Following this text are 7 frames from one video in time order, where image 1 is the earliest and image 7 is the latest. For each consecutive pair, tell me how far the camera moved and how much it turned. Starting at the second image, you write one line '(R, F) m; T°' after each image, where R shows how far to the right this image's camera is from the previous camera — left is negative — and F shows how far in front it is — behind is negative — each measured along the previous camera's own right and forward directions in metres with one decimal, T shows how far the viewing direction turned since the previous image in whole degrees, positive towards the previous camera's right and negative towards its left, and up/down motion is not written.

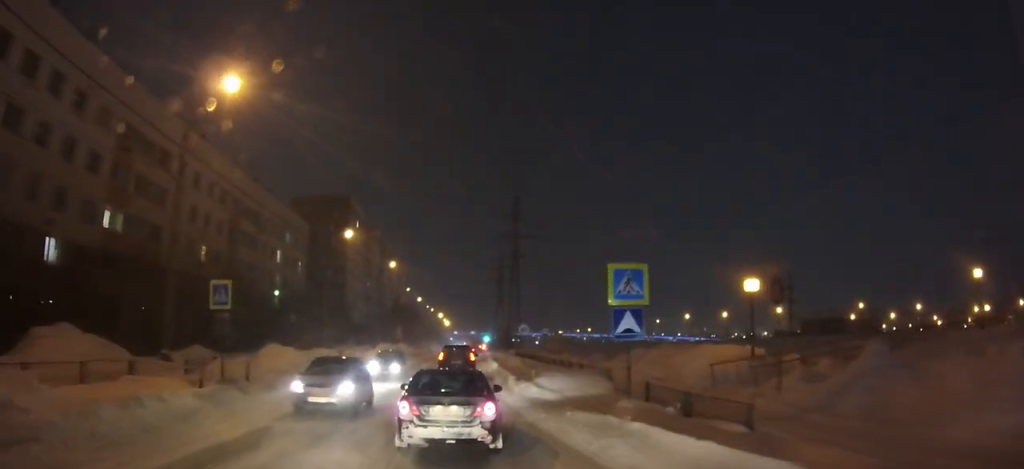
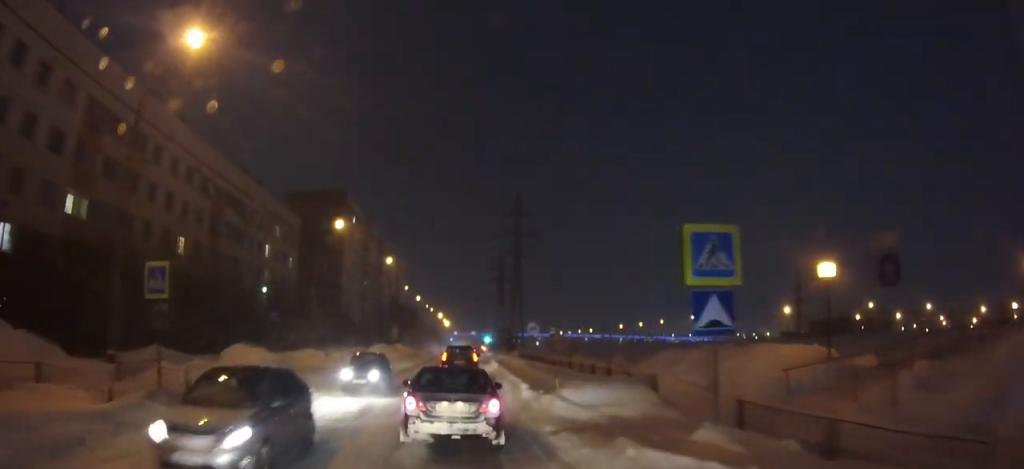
(0.0, +4.8) m; 0°
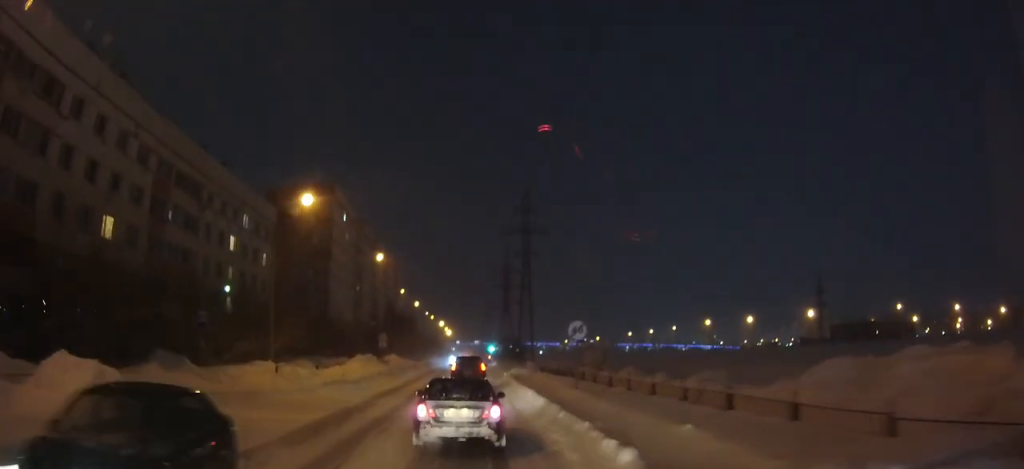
(+0.1, +12.4) m; +1°
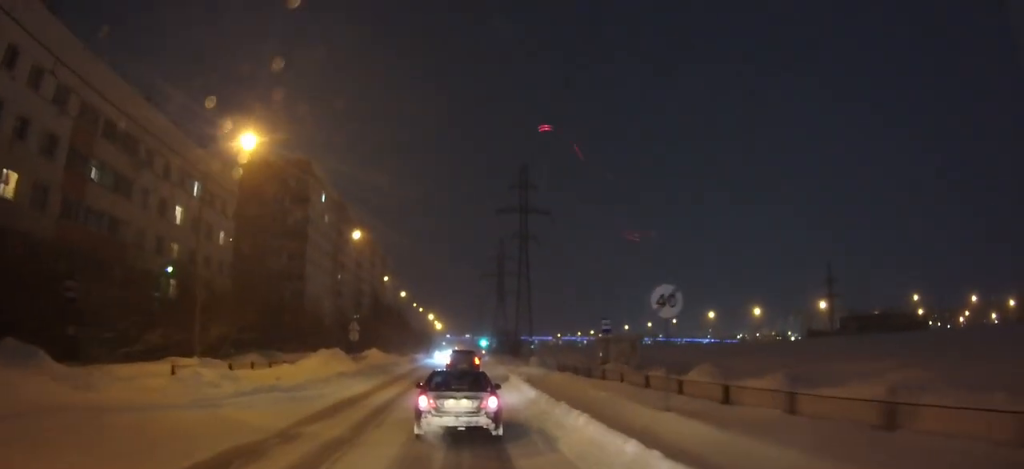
(0.0, +10.7) m; 0°
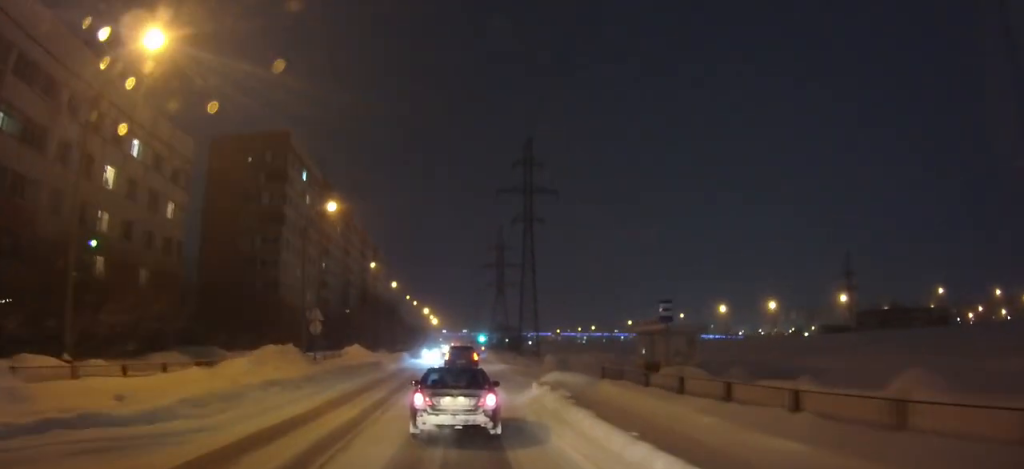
(+0.1, +10.5) m; 0°
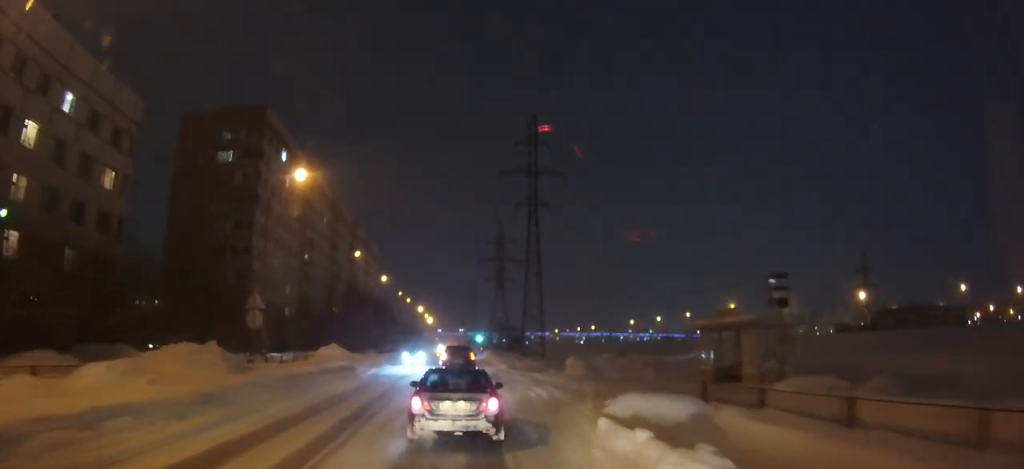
(0.0, +9.1) m; 0°
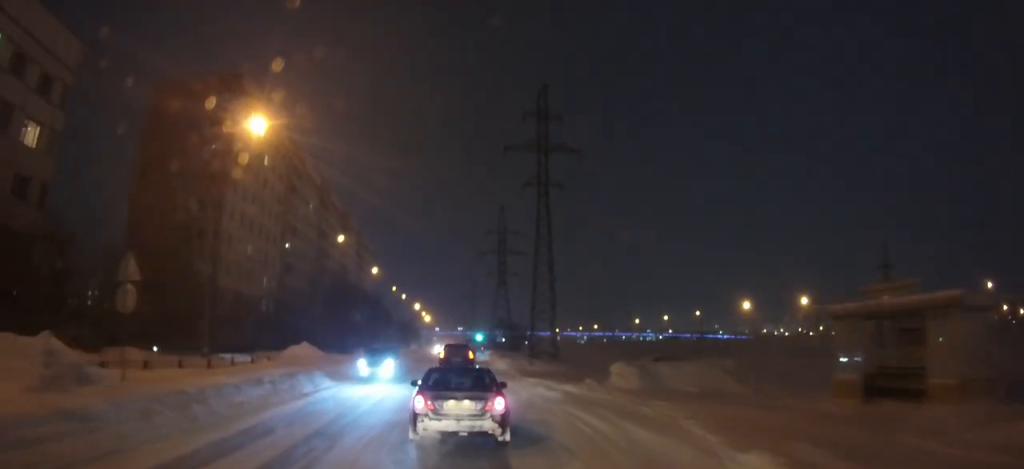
(0.0, +9.3) m; 0°
